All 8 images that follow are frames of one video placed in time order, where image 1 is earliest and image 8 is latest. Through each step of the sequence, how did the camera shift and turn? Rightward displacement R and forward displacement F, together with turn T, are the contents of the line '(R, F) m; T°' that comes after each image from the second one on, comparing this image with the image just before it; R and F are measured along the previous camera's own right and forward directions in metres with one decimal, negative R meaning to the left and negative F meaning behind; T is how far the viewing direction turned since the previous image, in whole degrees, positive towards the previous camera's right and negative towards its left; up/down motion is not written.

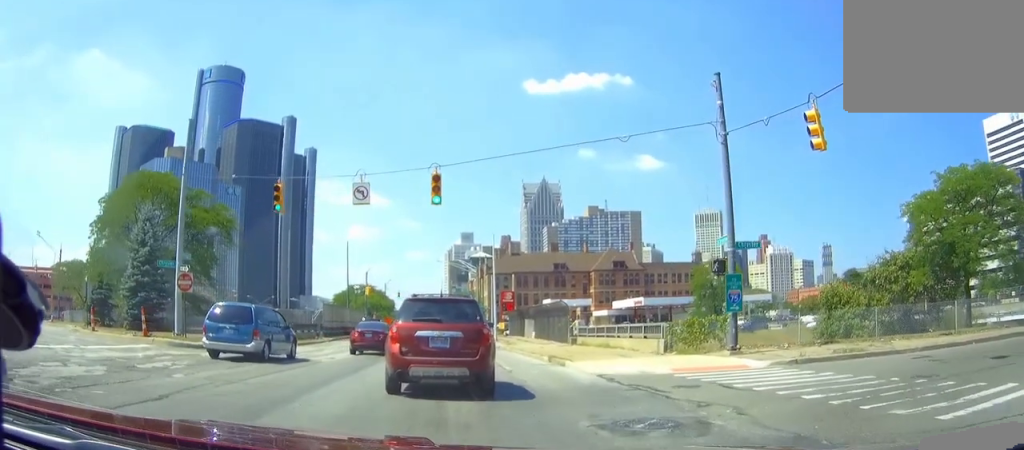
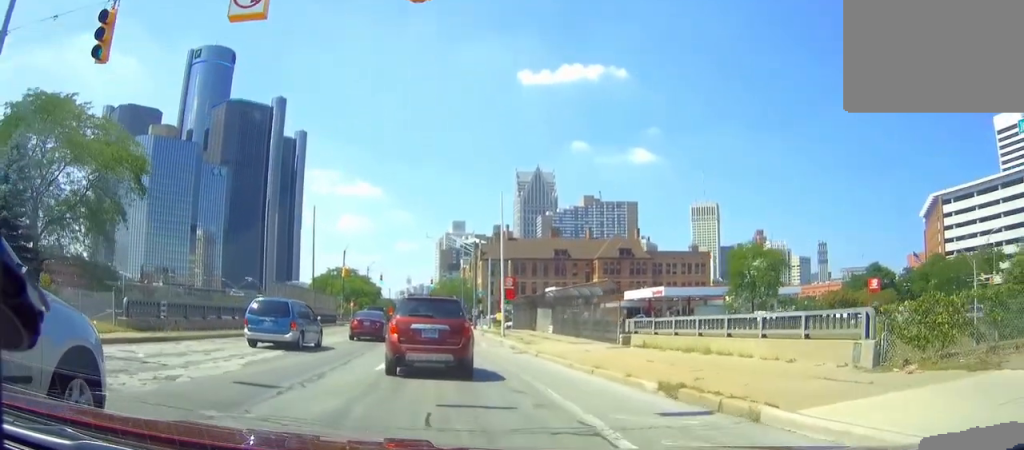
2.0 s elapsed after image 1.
(-0.2, +14.6) m; -2°
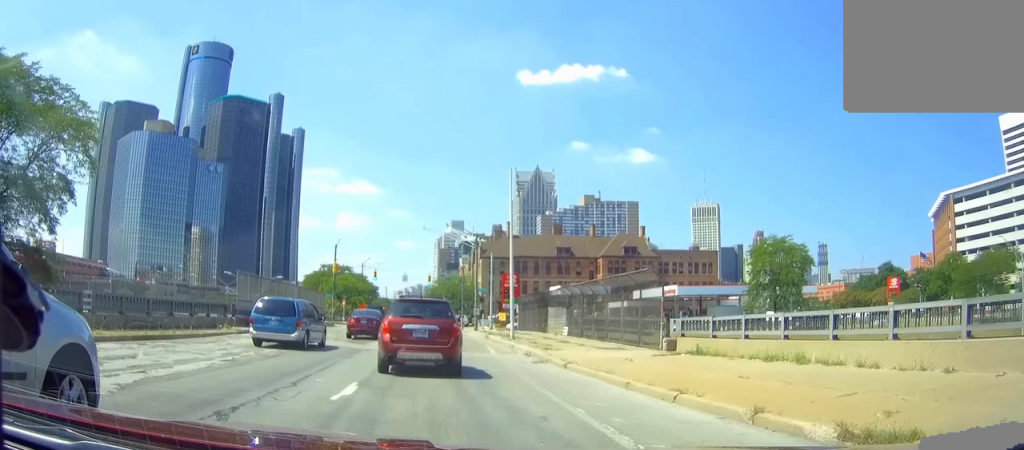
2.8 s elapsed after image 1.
(-0.1, +6.0) m; -1°
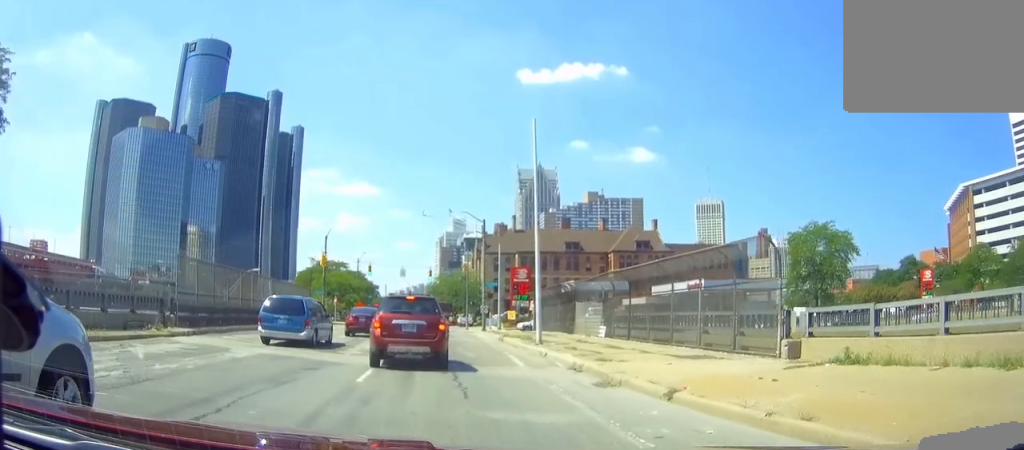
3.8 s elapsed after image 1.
(0.0, +8.7) m; 0°
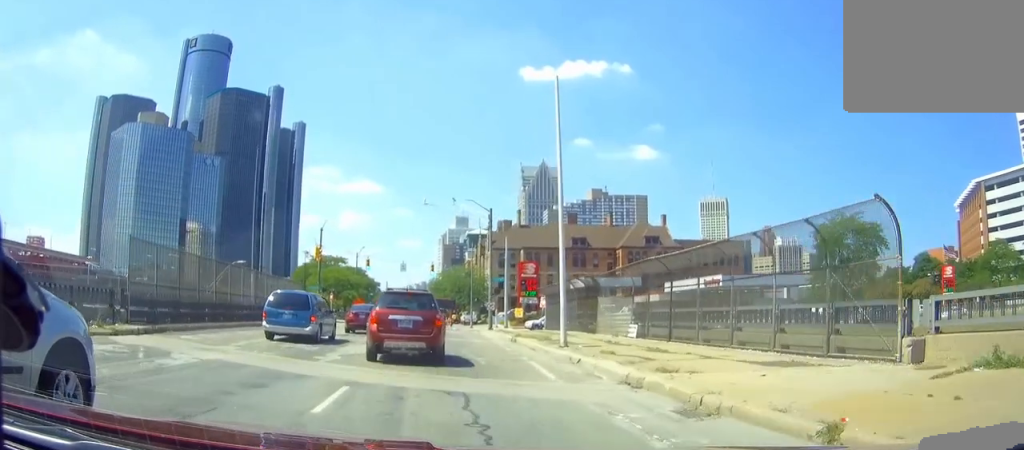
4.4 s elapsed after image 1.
(0.0, +4.7) m; 0°
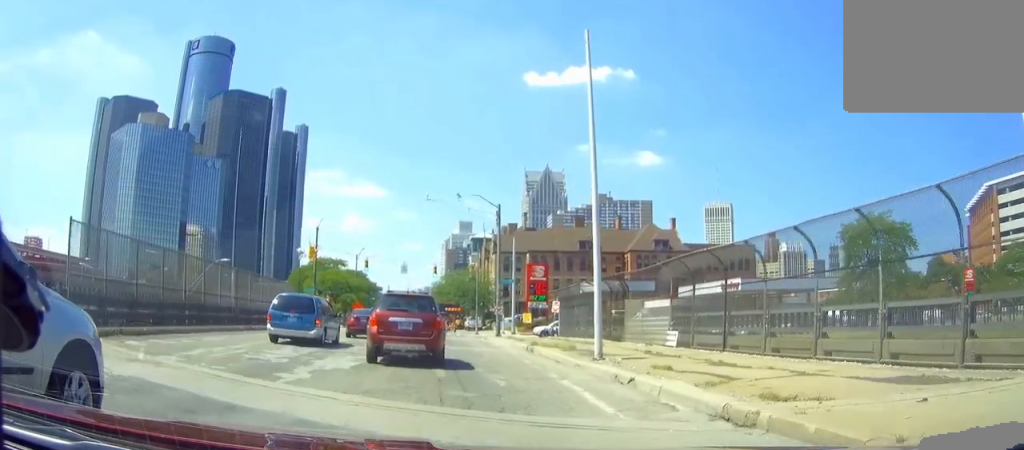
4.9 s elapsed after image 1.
(0.0, +4.3) m; 0°
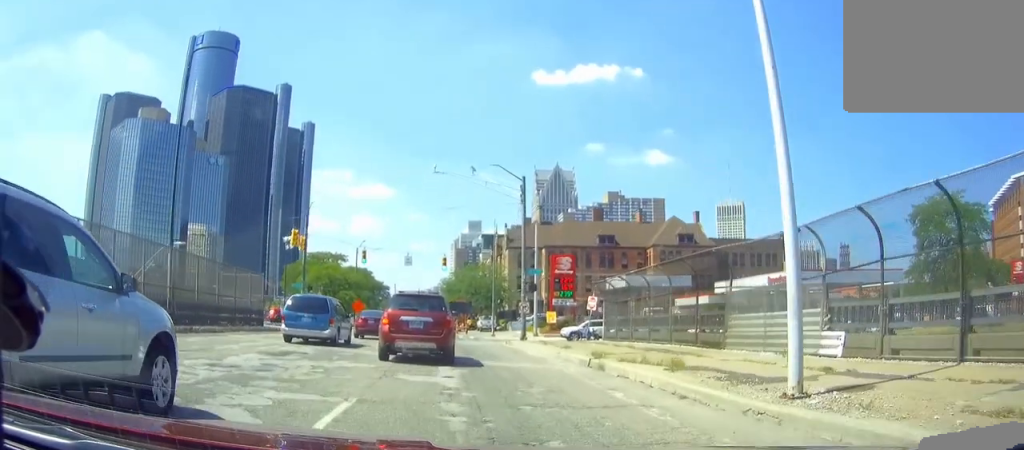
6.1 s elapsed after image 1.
(-0.1, +9.5) m; -4°
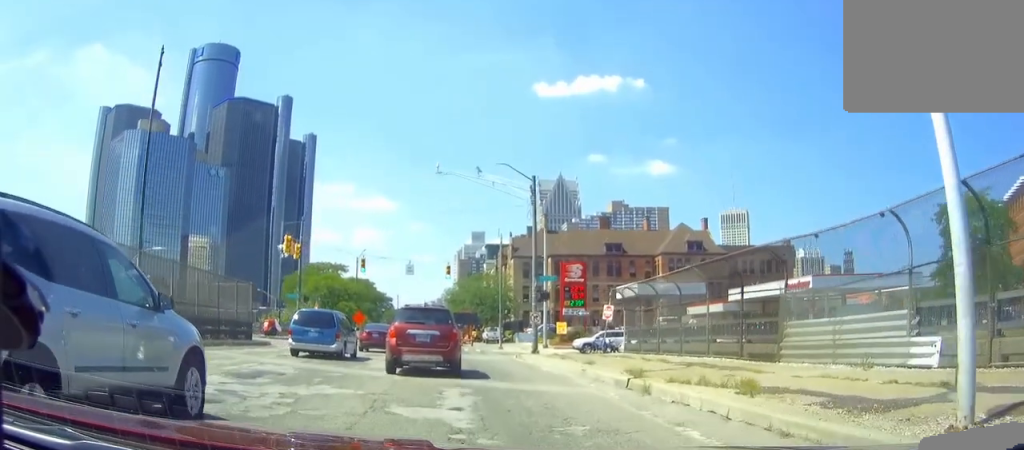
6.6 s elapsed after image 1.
(0.0, +3.3) m; -2°
